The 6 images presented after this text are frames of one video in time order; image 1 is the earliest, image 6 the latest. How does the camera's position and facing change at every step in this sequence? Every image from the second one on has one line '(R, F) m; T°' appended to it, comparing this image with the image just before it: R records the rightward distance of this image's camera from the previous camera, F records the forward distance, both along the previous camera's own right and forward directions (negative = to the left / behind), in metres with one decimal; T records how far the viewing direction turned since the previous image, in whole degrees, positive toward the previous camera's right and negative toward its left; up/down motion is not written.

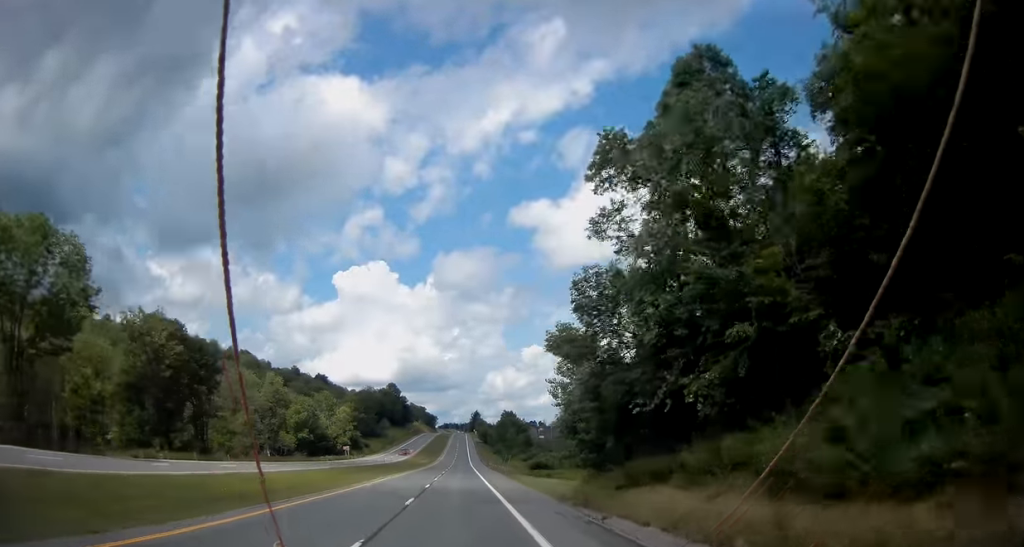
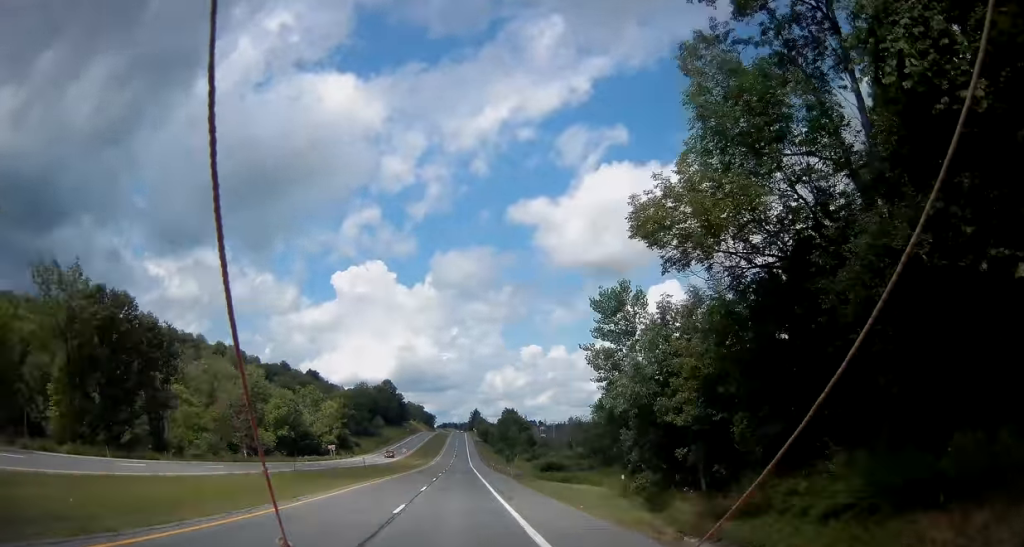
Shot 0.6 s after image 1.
(-0.1, +14.7) m; +1°
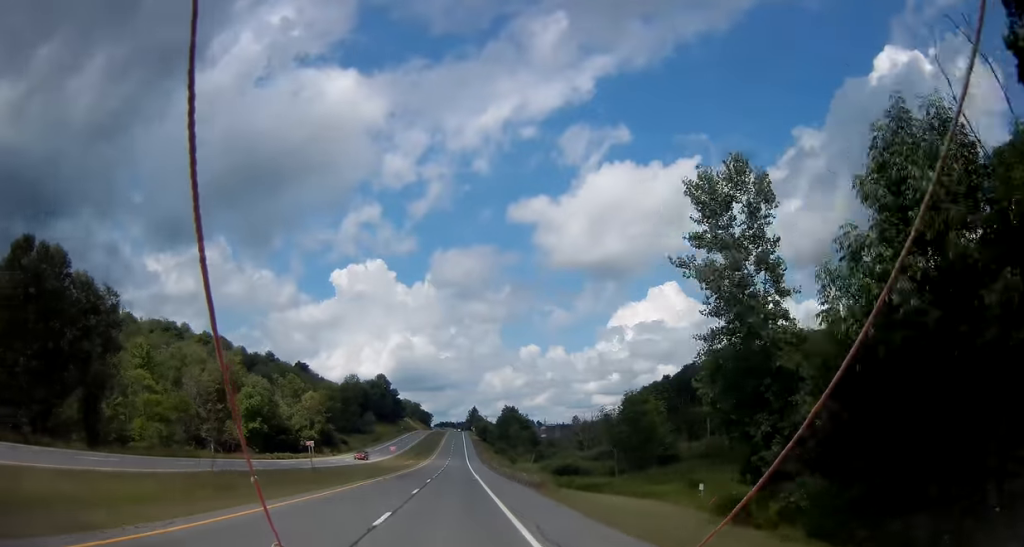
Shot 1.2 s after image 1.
(+0.2, +15.5) m; 0°
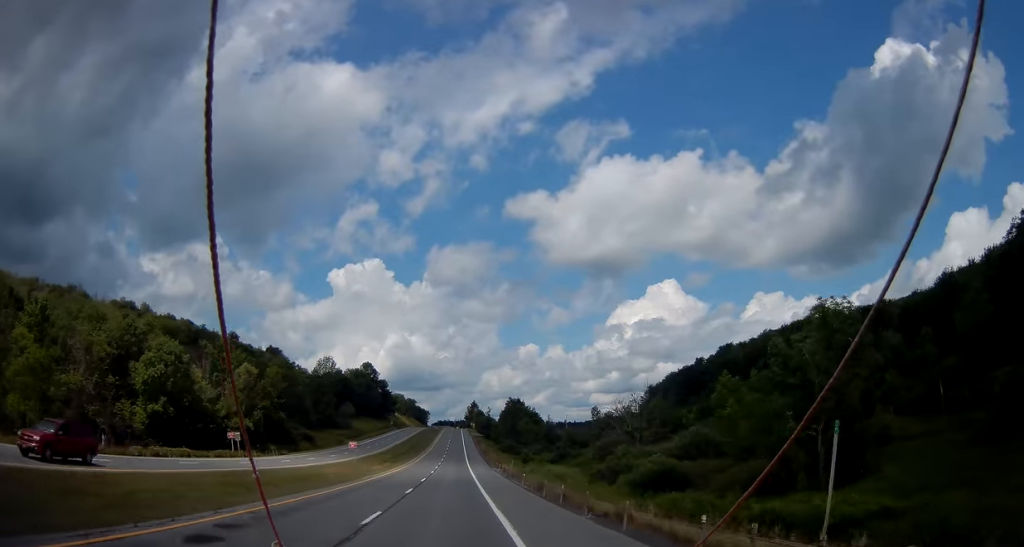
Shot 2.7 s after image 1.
(-0.2, +36.1) m; -1°
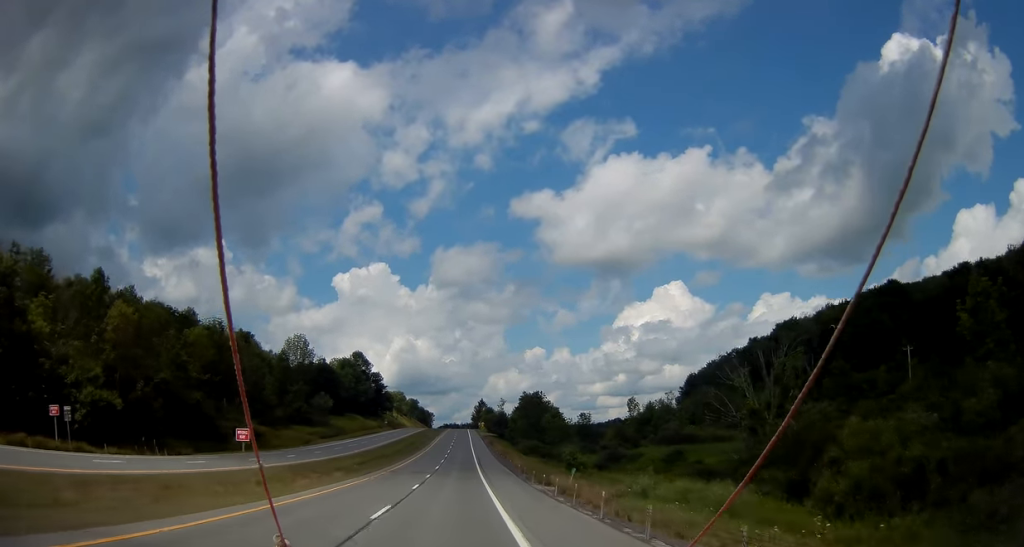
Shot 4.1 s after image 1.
(-0.1, +35.8) m; 0°
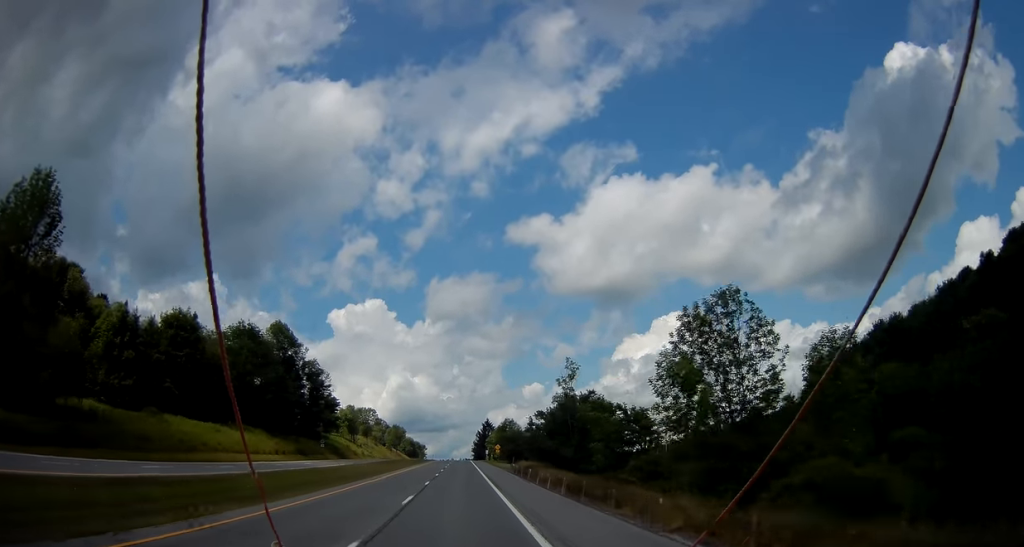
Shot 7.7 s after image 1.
(0.0, +92.1) m; 0°
